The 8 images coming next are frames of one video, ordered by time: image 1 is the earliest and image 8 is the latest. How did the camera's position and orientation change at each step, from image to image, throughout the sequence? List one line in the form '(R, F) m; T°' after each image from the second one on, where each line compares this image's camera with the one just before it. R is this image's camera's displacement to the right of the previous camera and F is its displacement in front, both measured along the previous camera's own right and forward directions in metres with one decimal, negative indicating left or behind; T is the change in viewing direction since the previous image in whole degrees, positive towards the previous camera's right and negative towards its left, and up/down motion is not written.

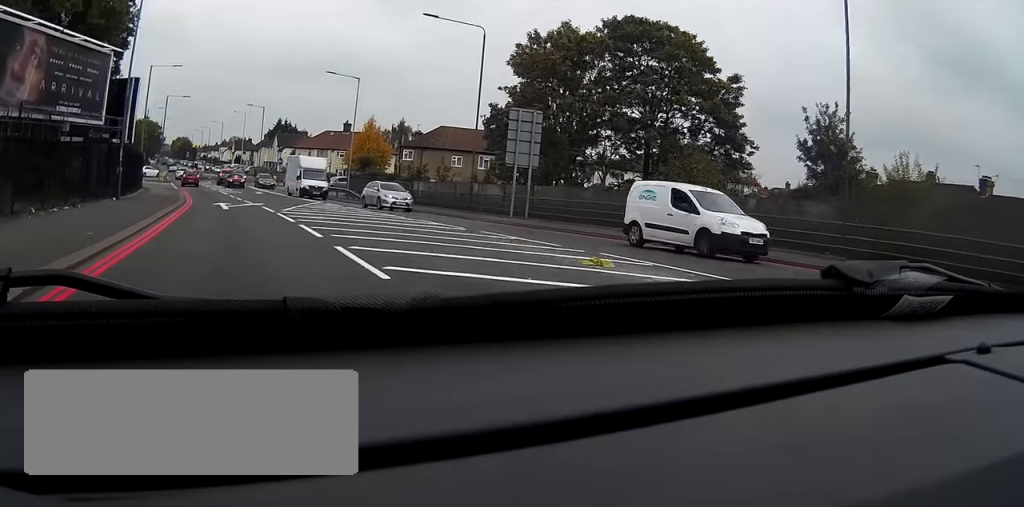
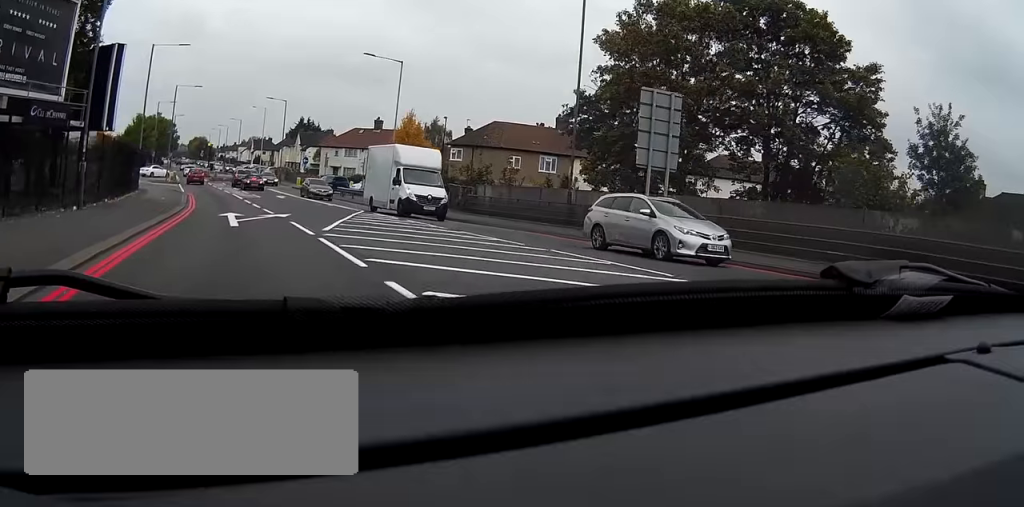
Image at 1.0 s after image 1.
(-0.3, +10.5) m; -2°
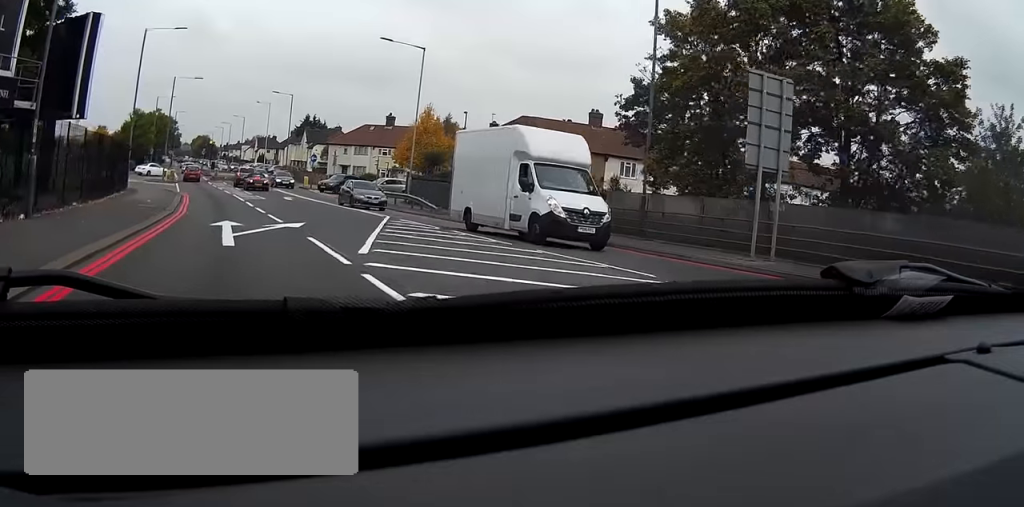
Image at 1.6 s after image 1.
(0.0, +5.8) m; 0°
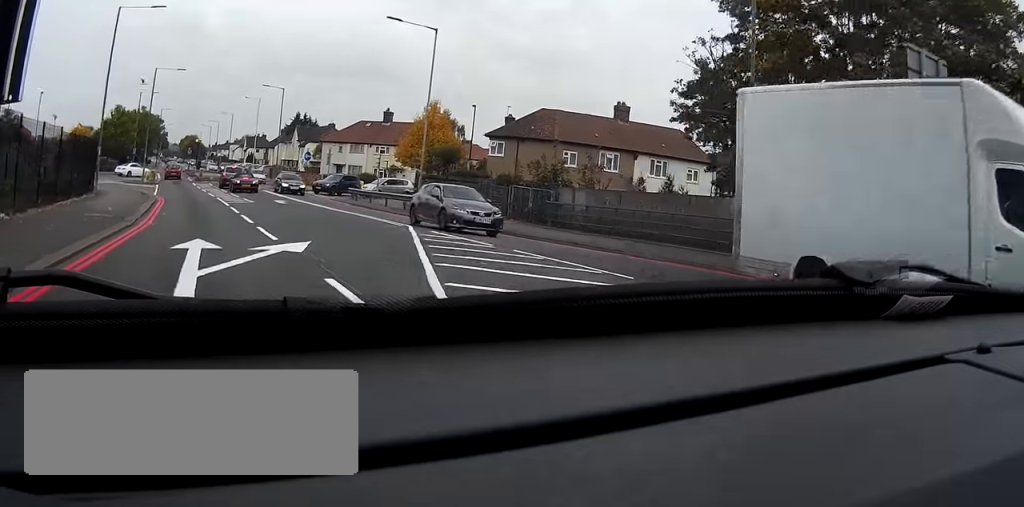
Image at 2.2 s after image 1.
(0.0, +6.3) m; 0°
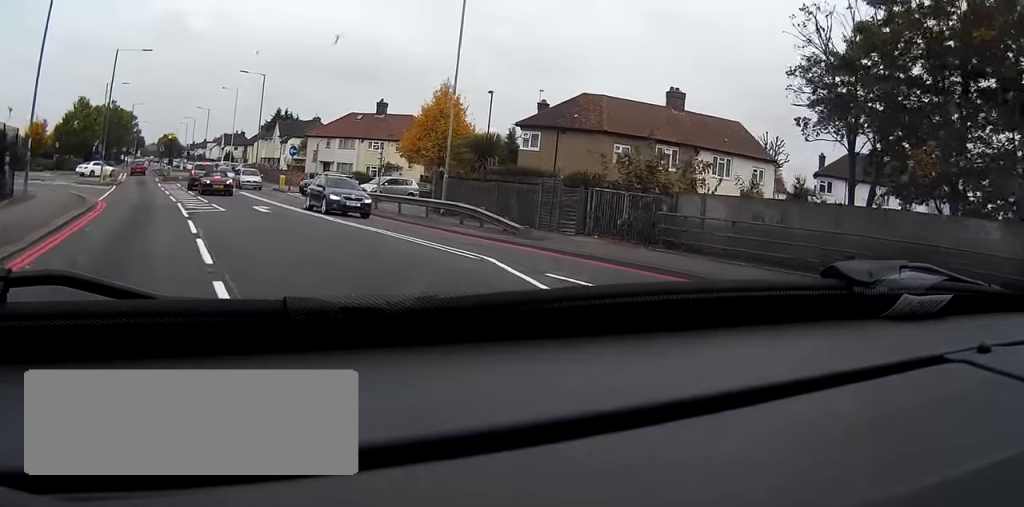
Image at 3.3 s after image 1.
(+0.1, +10.2) m; +1°
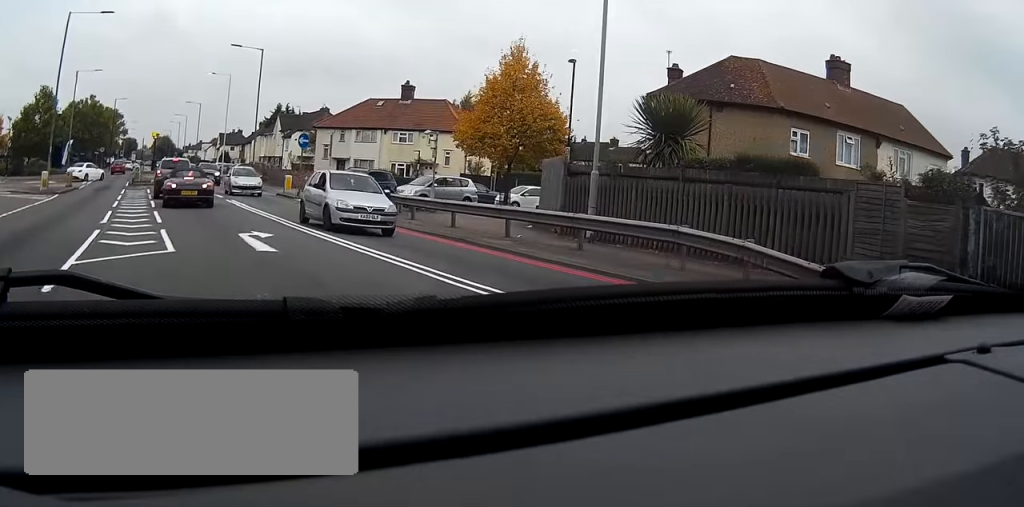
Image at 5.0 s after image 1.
(-0.1, +15.3) m; -2°
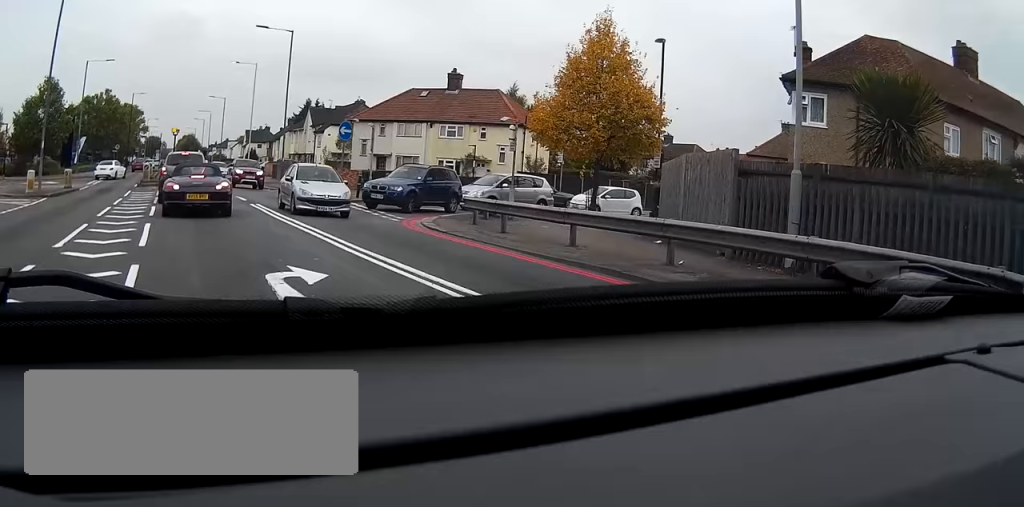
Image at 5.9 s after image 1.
(-0.1, +6.9) m; -1°
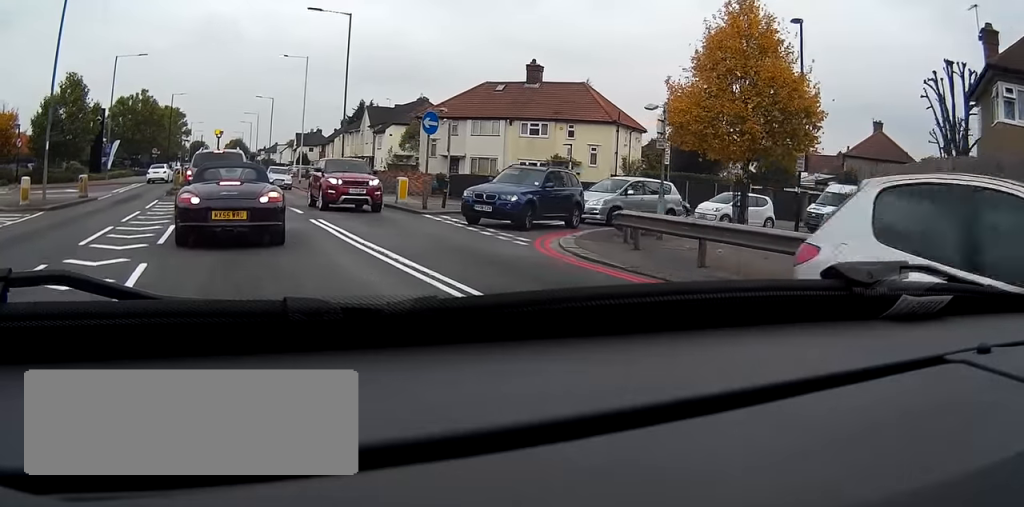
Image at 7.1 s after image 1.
(-0.1, +7.7) m; -2°
